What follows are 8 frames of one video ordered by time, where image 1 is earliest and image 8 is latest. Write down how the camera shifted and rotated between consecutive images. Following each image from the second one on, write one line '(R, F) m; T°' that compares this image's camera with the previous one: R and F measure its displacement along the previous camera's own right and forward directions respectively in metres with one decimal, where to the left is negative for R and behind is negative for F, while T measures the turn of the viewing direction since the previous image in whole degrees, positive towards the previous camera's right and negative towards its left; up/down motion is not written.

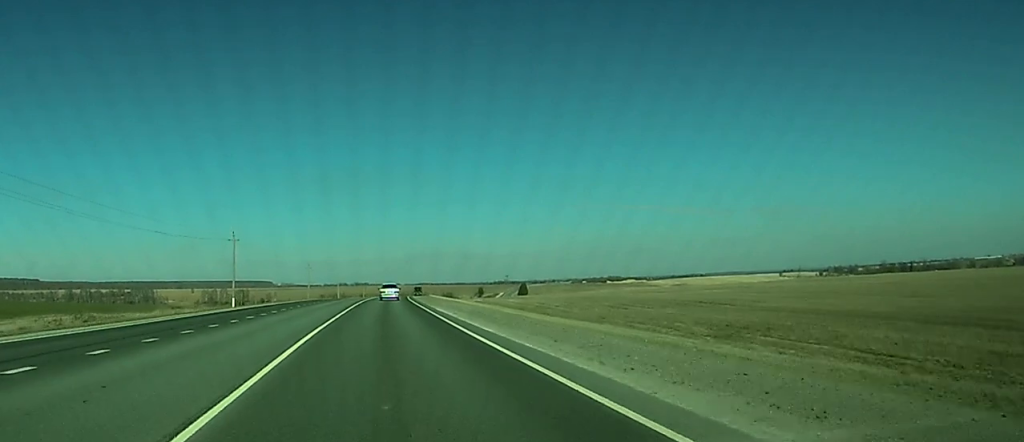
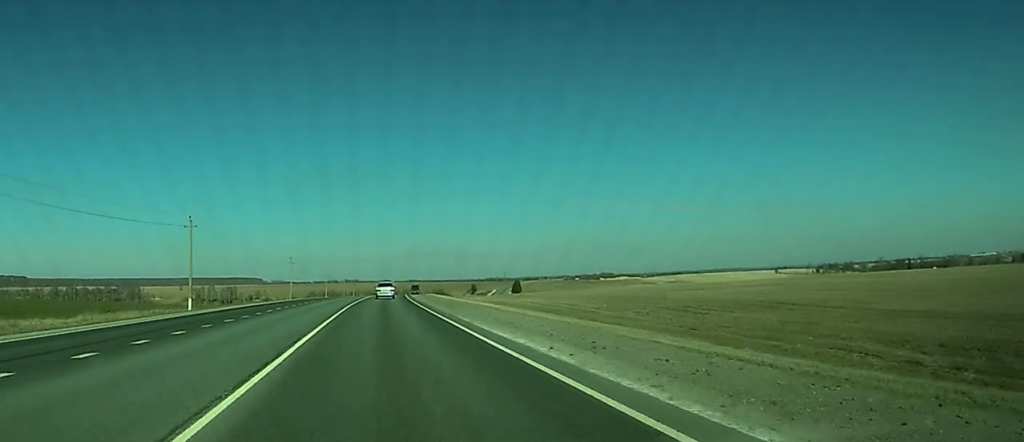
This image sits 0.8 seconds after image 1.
(0.0, +22.3) m; 0°
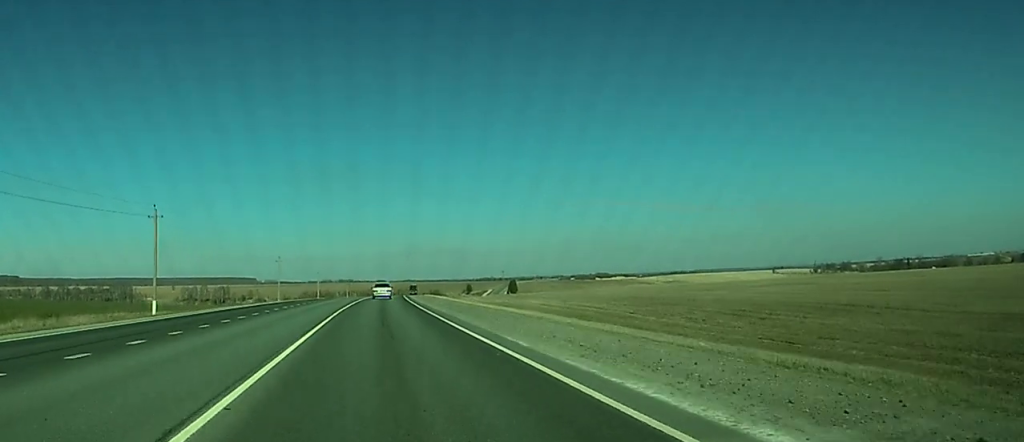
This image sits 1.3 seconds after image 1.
(0.0, +12.9) m; 0°
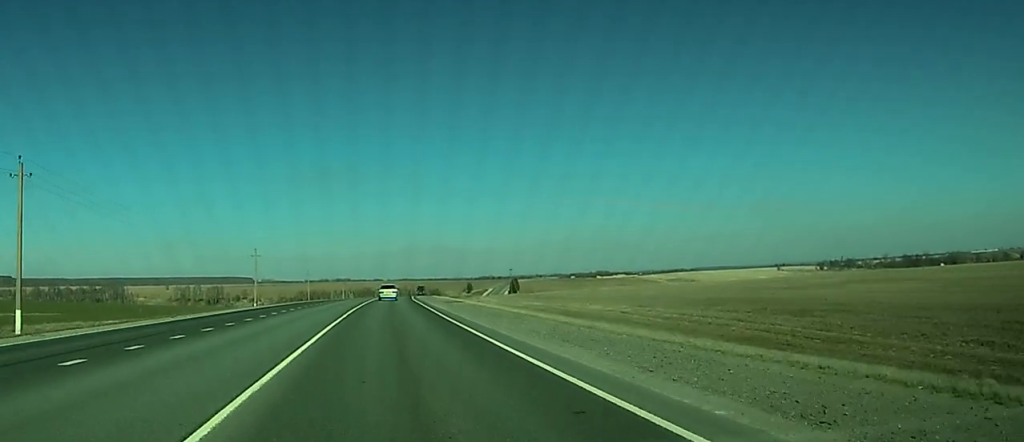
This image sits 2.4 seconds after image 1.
(+0.2, +29.9) m; 0°
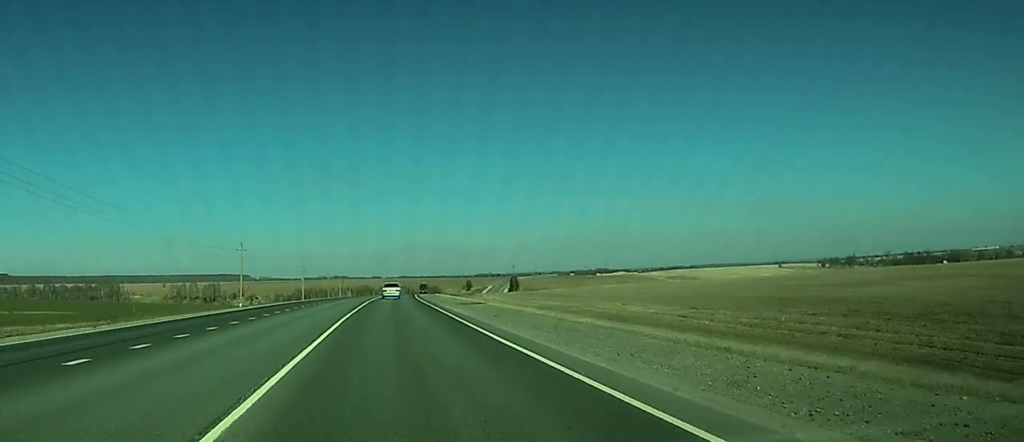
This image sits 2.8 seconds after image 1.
(-0.1, +12.6) m; 0°
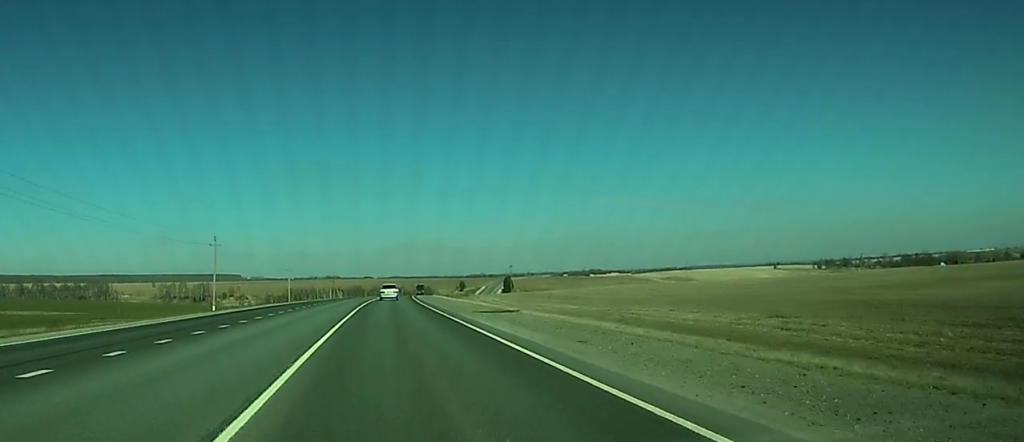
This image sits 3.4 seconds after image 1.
(-0.1, +14.3) m; 0°
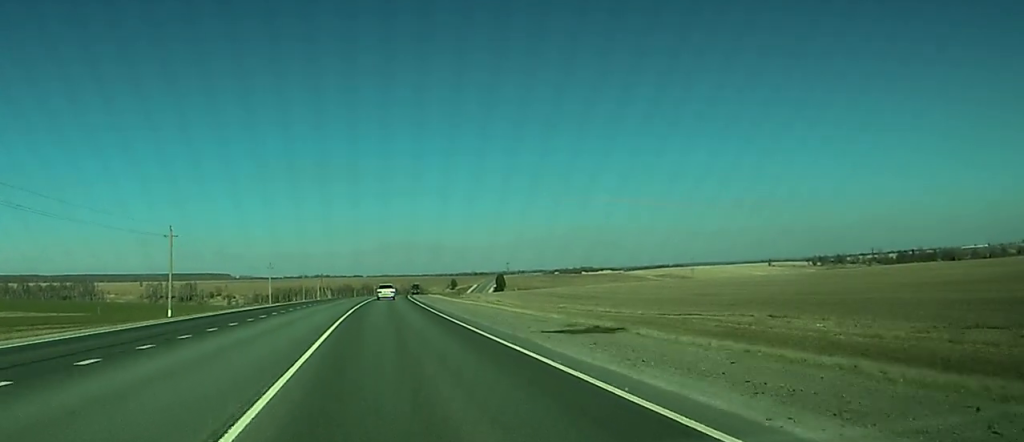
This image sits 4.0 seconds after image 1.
(0.0, +17.8) m; 0°
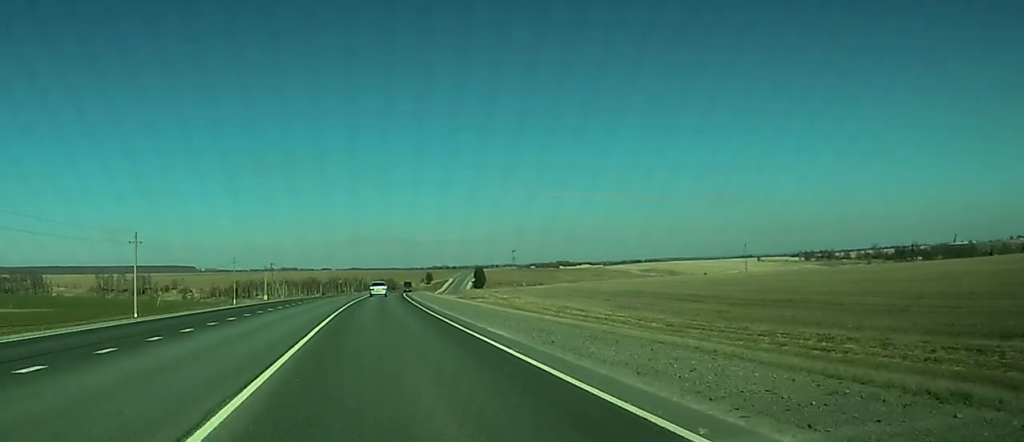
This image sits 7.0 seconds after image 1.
(+1.1, +78.2) m; +2°
